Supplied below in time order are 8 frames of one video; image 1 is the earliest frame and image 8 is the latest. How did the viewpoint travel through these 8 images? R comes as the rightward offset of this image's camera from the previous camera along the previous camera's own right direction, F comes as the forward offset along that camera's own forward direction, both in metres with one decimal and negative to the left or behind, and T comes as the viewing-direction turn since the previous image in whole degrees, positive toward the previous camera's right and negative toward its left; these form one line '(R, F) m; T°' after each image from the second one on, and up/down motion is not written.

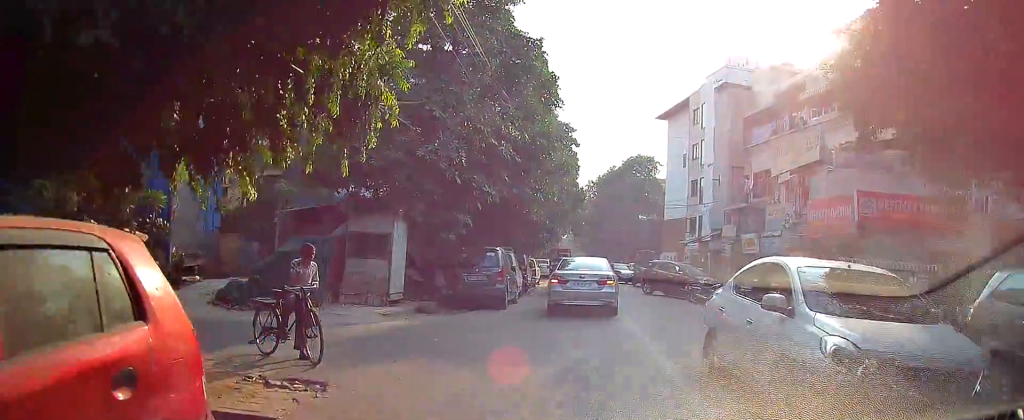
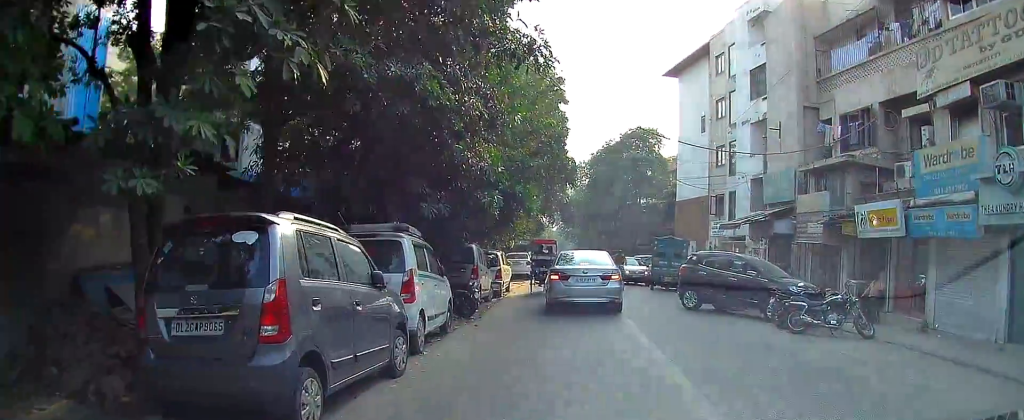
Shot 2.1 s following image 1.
(+2.4, +11.6) m; +18°
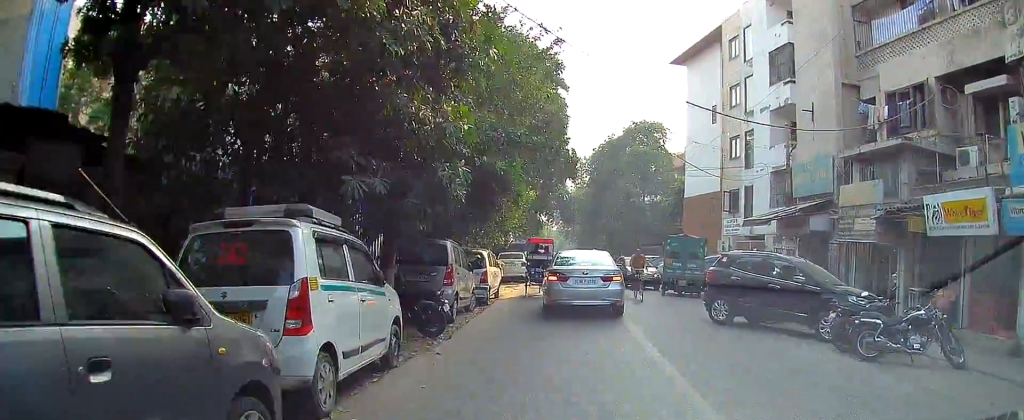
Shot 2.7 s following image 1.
(0.0, +3.4) m; -1°
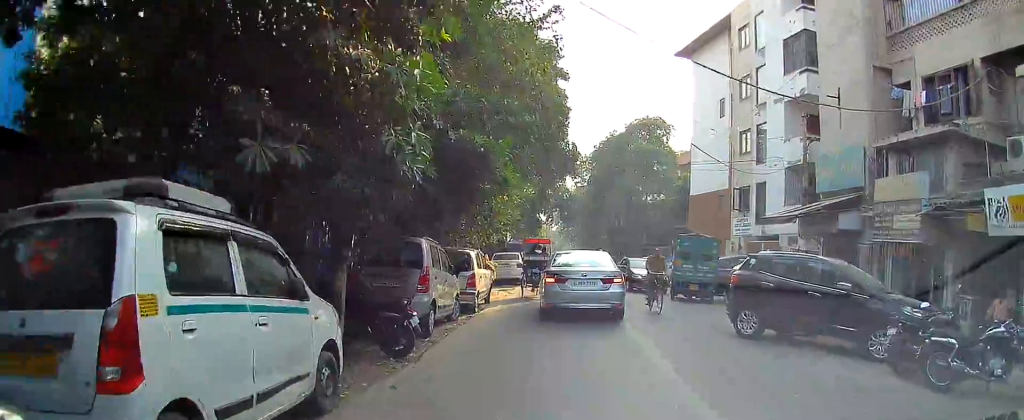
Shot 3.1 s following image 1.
(0.0, +2.2) m; 0°
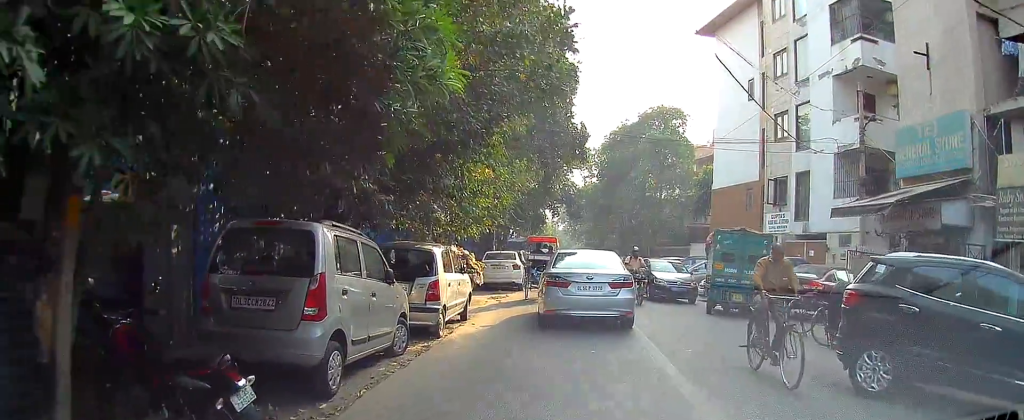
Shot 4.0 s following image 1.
(-0.2, +4.9) m; +1°
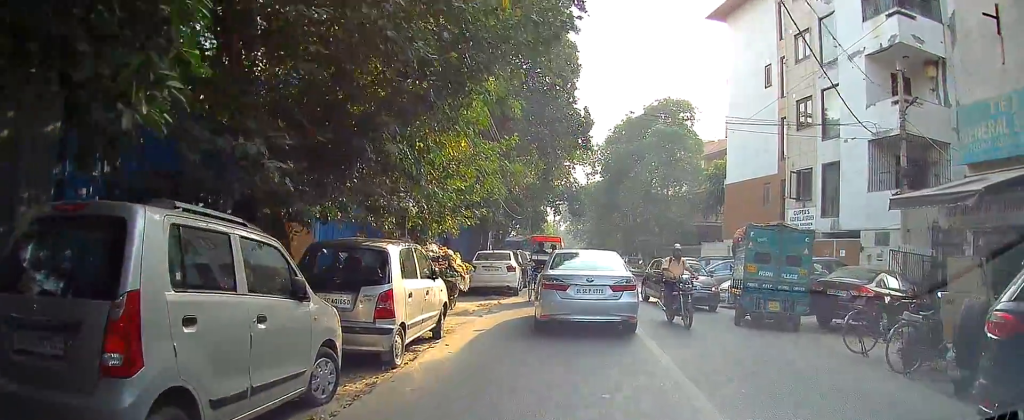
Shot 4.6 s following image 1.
(+0.1, +2.9) m; +2°
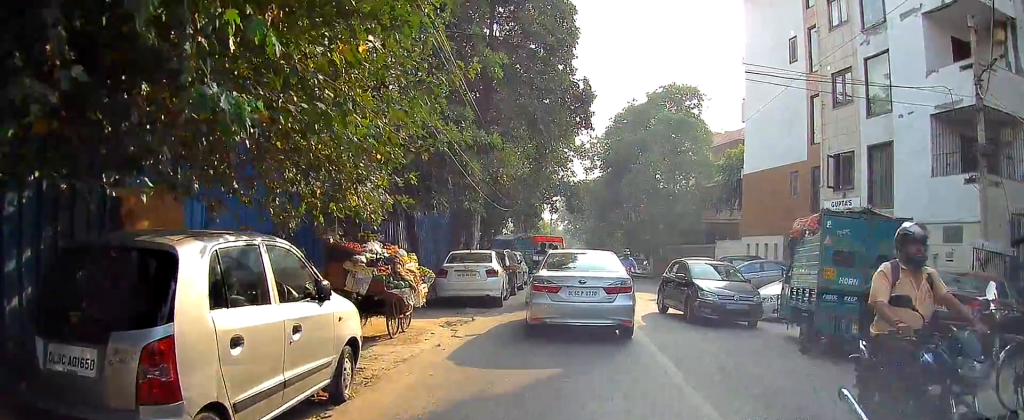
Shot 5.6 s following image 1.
(+0.1, +4.7) m; +1°
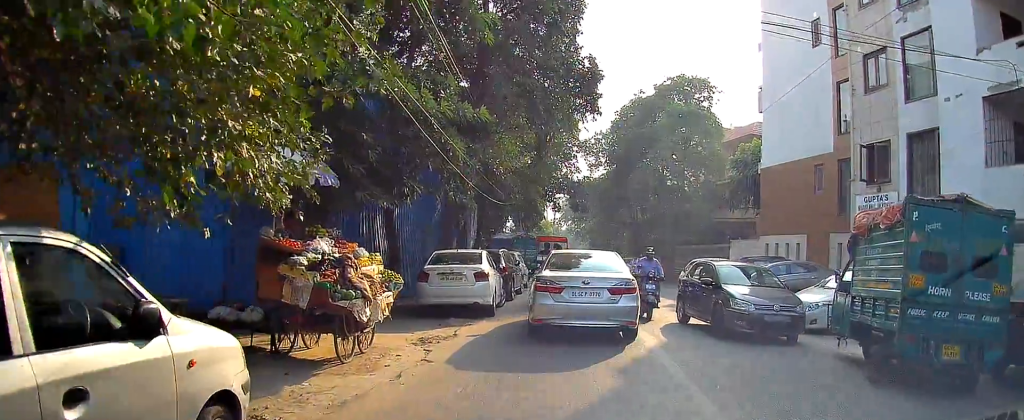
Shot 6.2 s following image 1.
(0.0, +2.6) m; 0°
